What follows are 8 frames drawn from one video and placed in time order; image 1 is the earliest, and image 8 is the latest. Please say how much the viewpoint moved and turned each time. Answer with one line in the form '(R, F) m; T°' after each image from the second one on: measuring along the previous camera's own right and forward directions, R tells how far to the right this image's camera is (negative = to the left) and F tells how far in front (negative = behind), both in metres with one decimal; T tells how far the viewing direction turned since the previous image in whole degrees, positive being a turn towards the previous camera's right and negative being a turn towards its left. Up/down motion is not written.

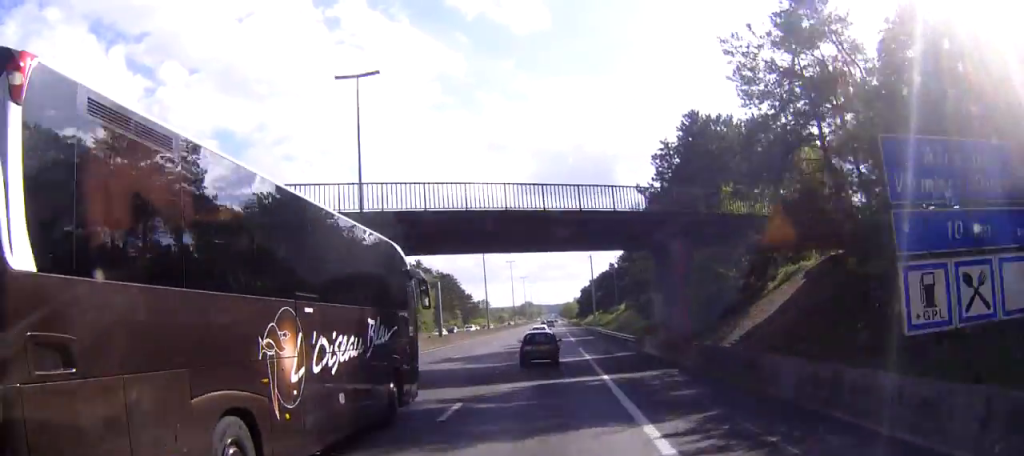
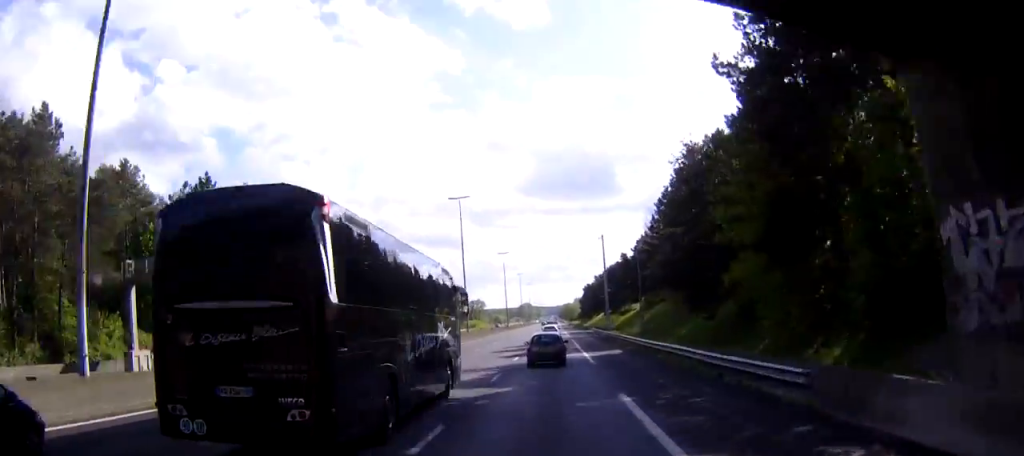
(0.0, +29.4) m; 0°
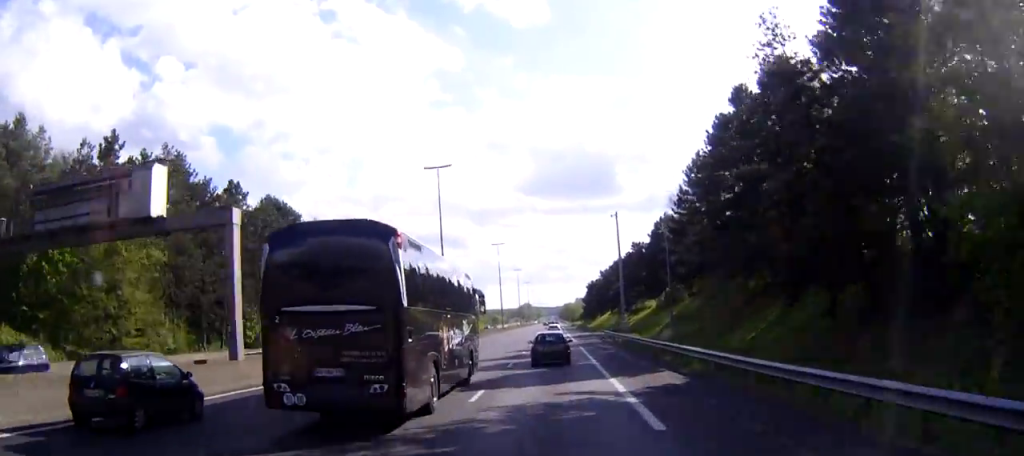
(0.0, +19.1) m; 0°
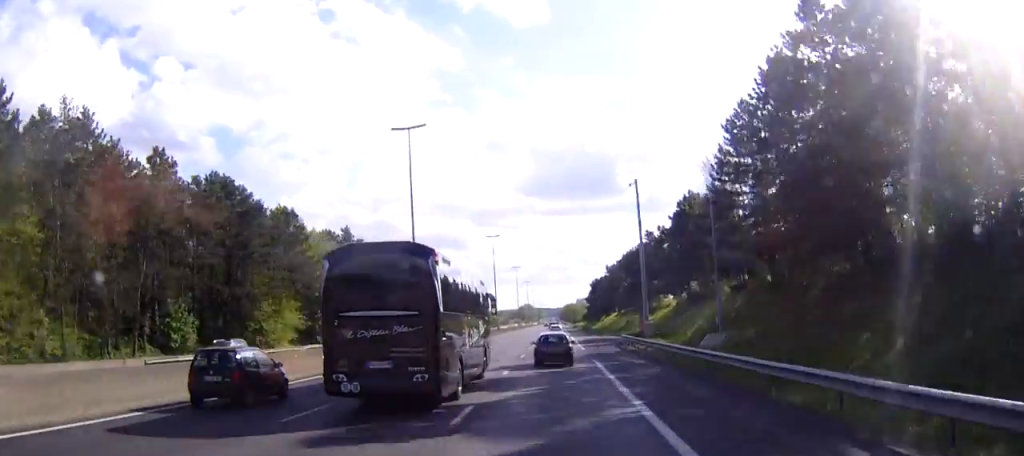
(0.0, +16.7) m; 0°
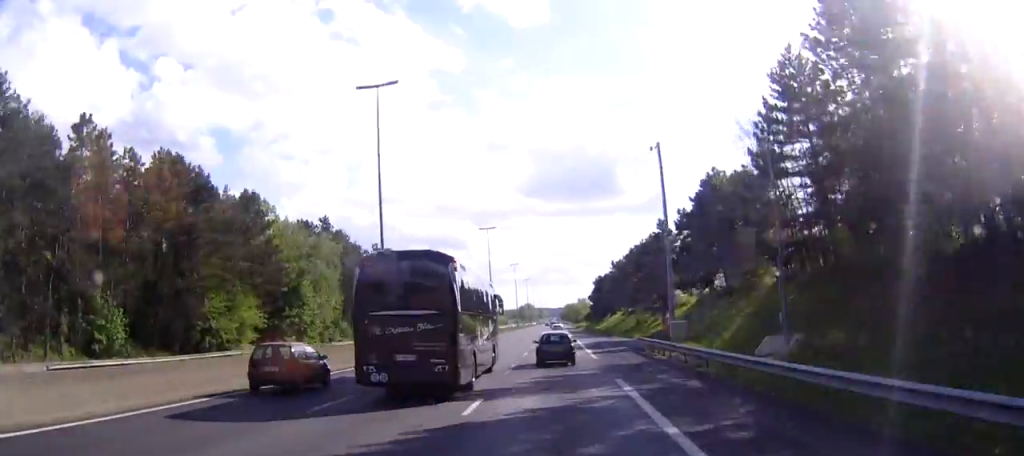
(0.0, +12.0) m; 0°
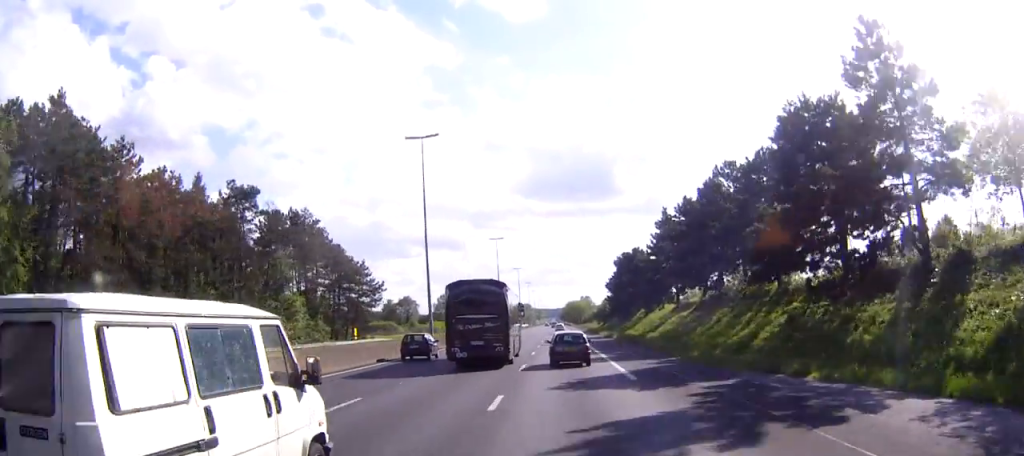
(-0.1, +65.4) m; 0°
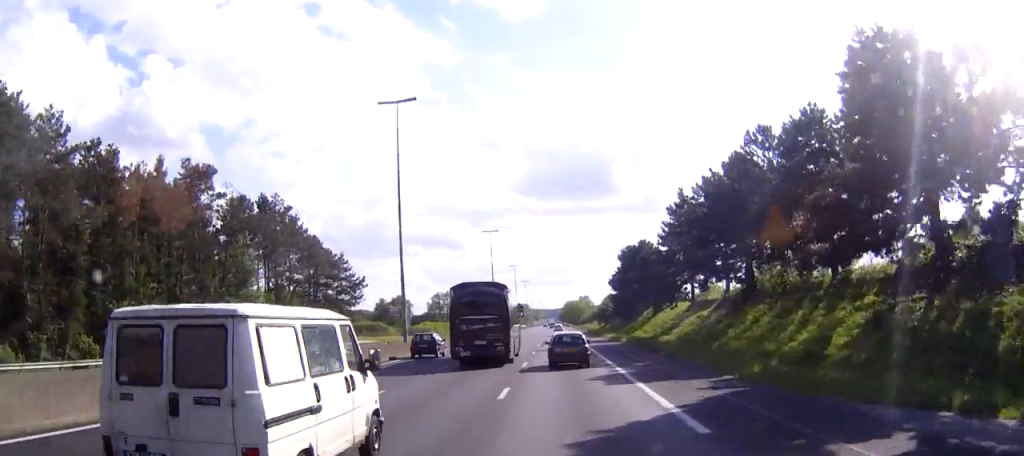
(-0.1, +10.3) m; 0°
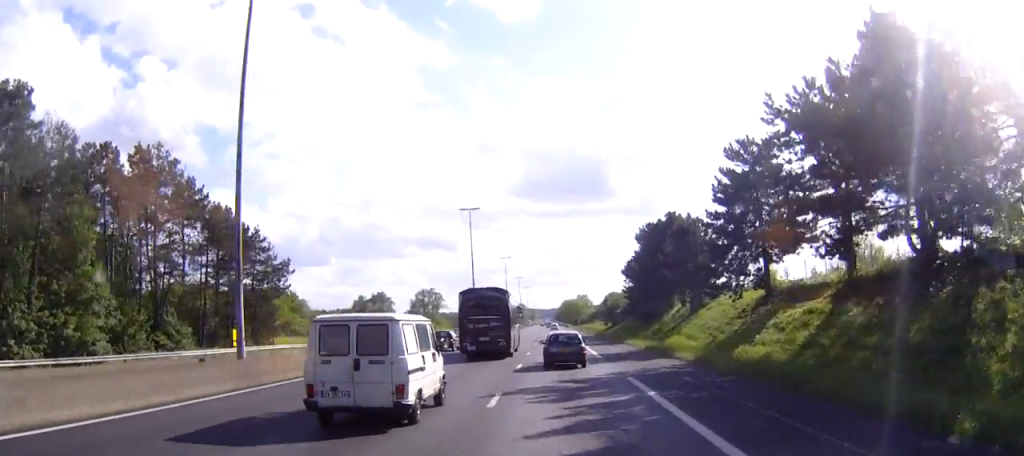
(+0.3, +28.0) m; +1°
